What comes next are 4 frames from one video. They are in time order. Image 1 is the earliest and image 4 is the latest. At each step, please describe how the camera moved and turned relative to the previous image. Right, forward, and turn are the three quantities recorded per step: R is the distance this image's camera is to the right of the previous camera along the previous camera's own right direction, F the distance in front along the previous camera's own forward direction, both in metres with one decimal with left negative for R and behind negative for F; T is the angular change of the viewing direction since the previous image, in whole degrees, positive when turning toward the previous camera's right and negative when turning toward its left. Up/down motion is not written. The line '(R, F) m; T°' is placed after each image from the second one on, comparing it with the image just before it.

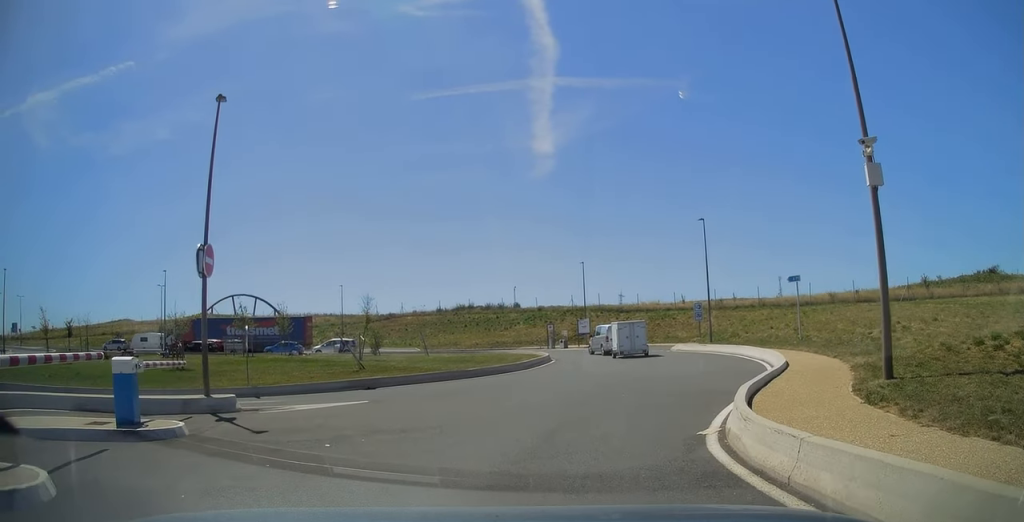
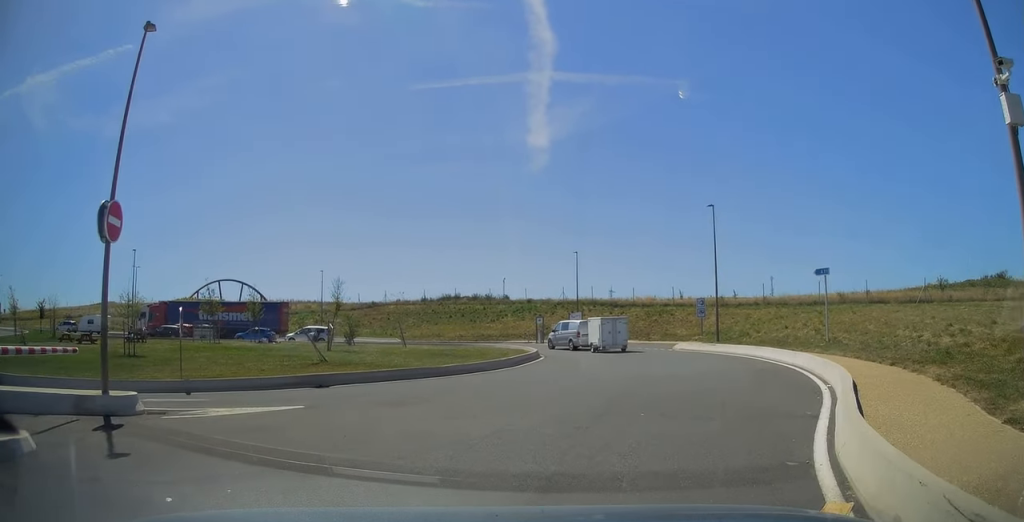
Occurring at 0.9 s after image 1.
(-0.1, +4.7) m; +1°
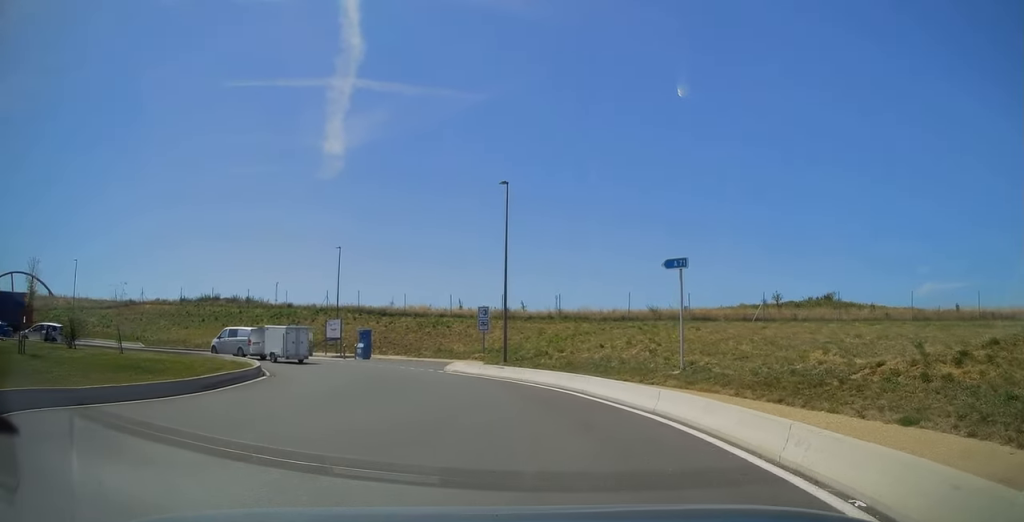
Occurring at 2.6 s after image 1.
(+0.9, +9.3) m; +12°
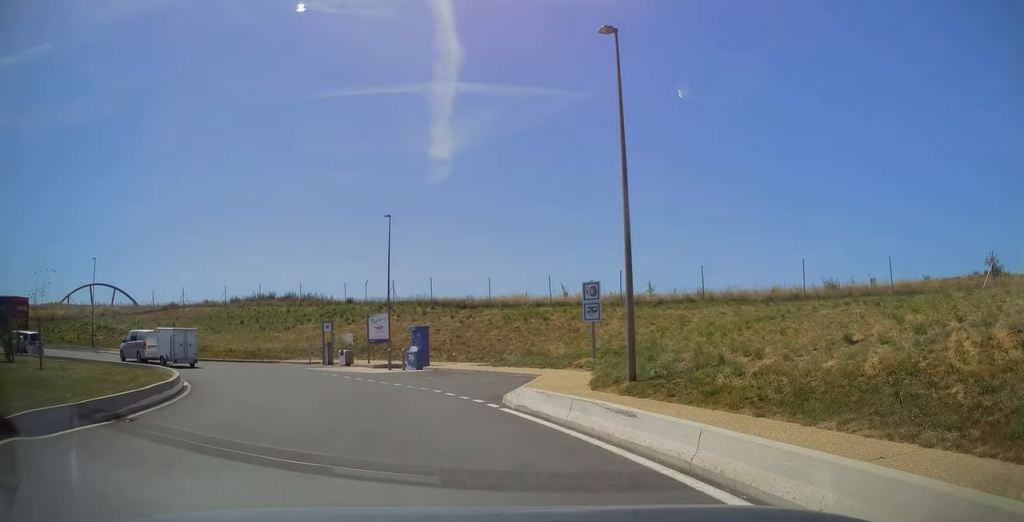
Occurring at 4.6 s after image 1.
(-0.5, +13.5) m; -7°
